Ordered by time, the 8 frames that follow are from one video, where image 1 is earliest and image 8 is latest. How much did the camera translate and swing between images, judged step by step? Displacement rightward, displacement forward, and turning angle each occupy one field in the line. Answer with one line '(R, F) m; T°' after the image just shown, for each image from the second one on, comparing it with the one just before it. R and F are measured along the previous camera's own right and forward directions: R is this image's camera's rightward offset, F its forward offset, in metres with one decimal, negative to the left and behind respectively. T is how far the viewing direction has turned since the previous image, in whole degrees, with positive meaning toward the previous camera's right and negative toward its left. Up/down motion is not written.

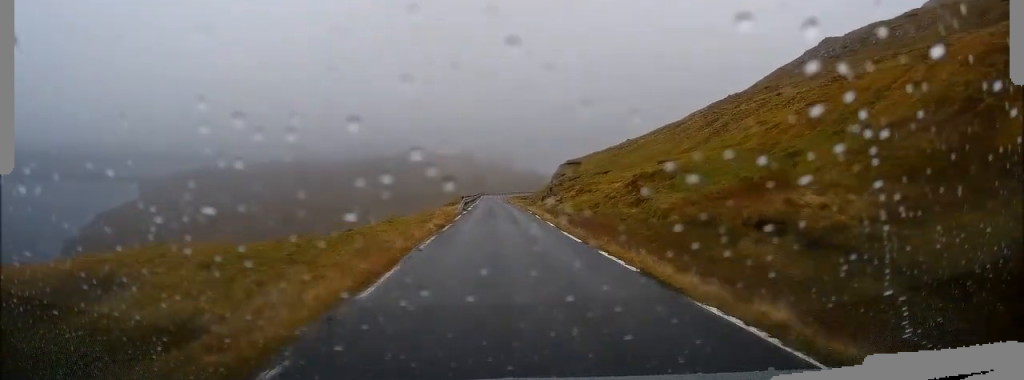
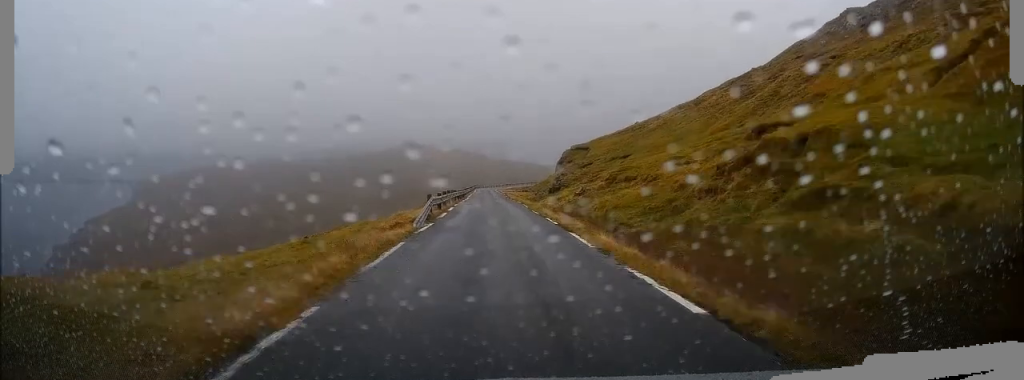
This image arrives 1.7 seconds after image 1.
(-0.2, +14.3) m; +1°
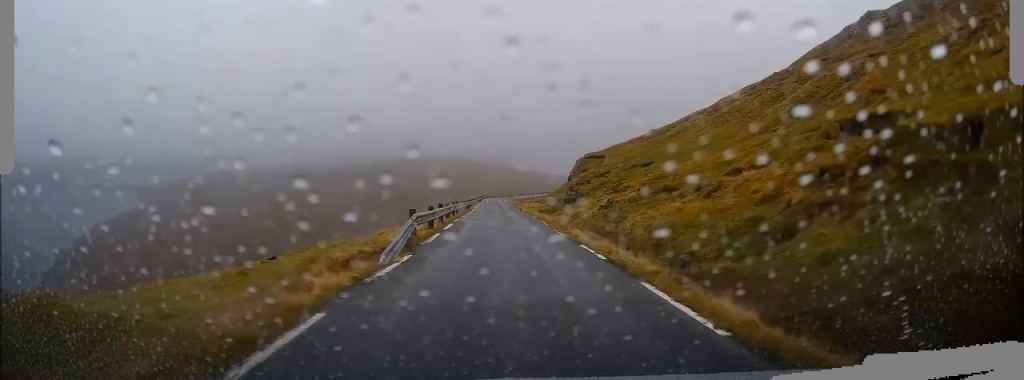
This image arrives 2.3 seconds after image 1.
(+0.1, +6.2) m; +1°
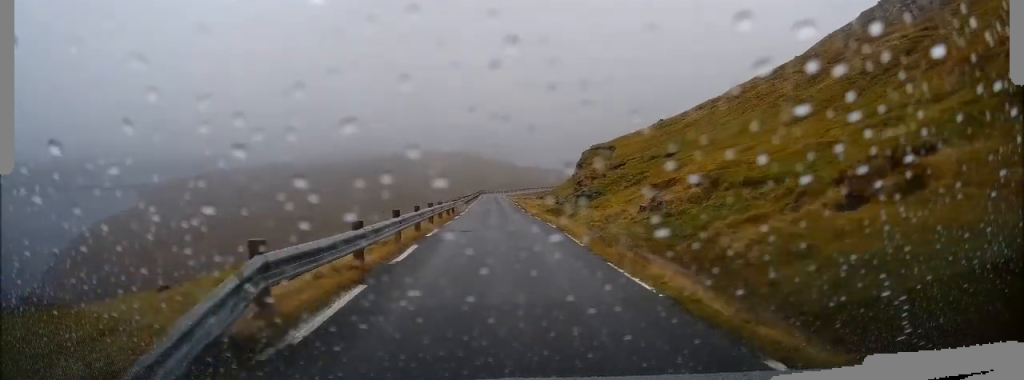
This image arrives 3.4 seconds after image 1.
(0.0, +10.2) m; -1°
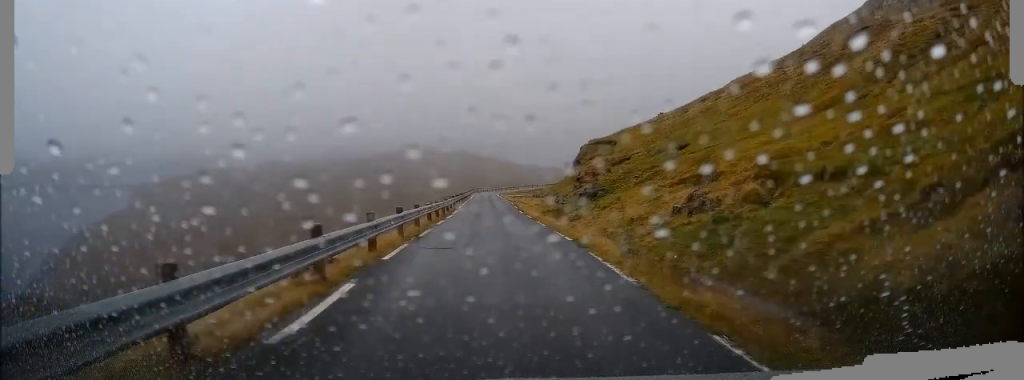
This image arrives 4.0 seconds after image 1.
(-0.1, +5.8) m; -1°
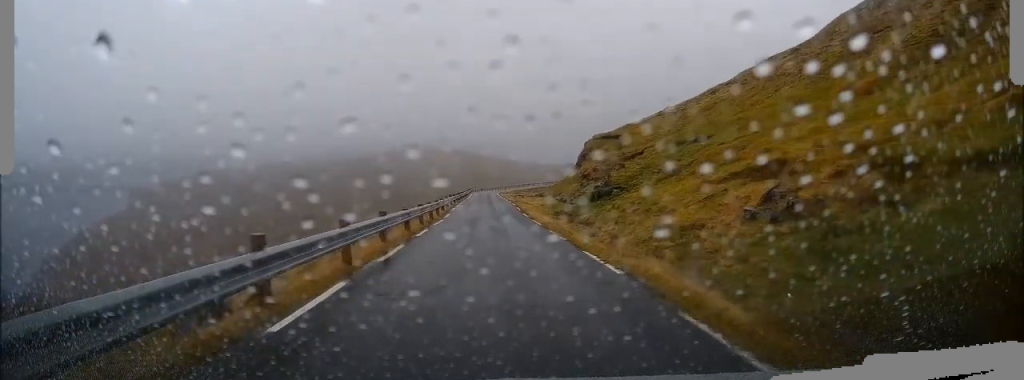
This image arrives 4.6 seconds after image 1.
(0.0, +6.0) m; +1°
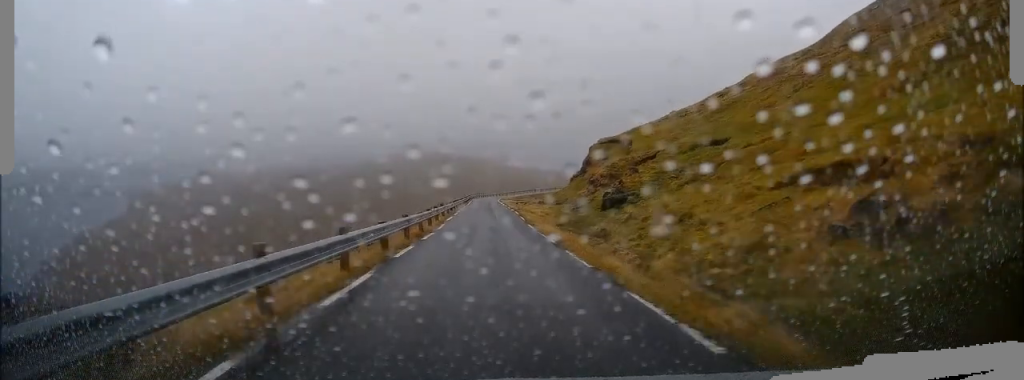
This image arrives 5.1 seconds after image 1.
(0.0, +4.1) m; 0°
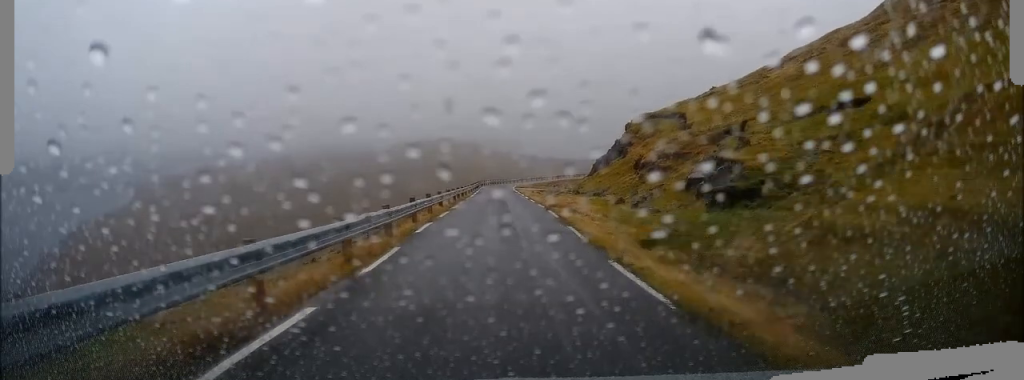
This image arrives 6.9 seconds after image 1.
(+0.3, +16.9) m; 0°
